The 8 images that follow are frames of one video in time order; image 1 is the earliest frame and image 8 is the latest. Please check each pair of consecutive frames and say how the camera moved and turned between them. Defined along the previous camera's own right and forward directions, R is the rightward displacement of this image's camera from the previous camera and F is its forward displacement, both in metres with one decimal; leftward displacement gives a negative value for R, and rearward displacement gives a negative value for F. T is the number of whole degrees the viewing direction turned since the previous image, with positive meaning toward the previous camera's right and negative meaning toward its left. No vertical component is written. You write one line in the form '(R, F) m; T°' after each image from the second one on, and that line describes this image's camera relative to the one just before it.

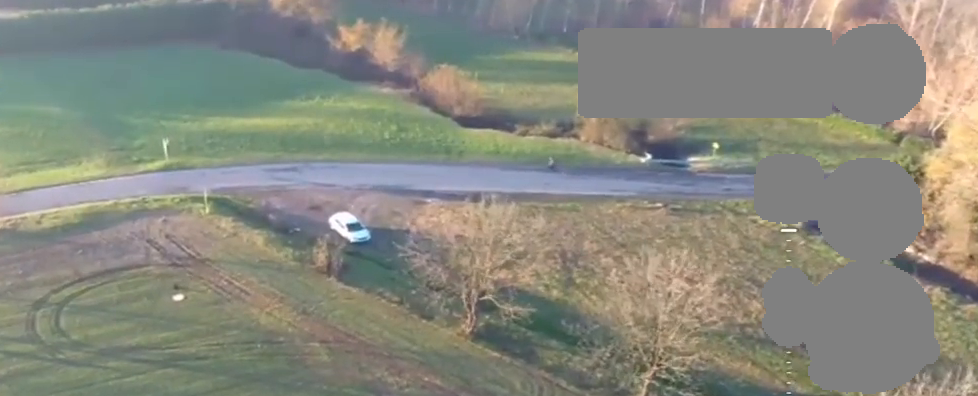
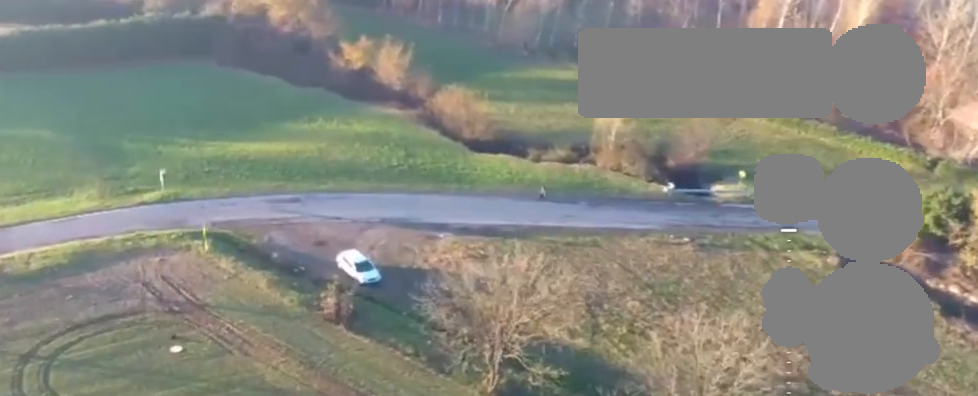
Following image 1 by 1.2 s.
(0.0, +5.7) m; 0°
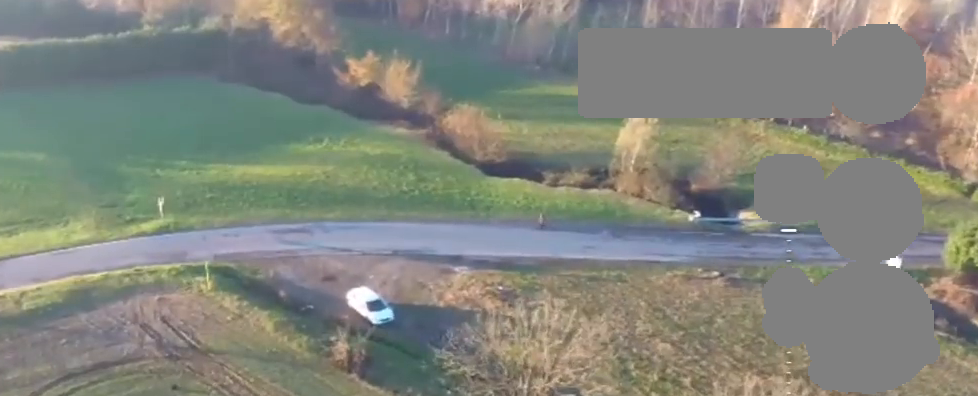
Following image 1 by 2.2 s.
(+0.1, +5.3) m; +1°
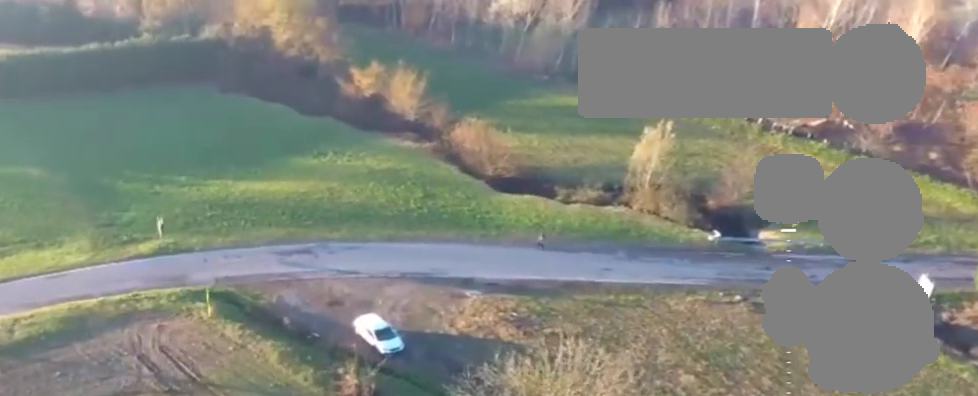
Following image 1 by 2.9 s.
(0.0, +3.7) m; 0°
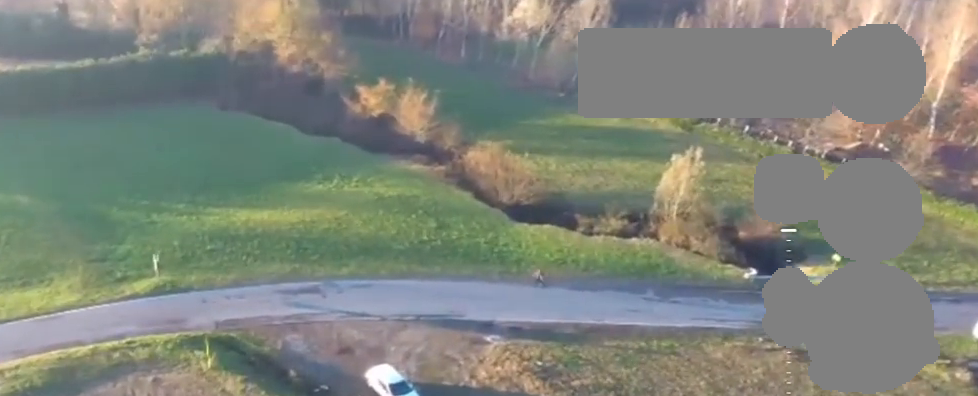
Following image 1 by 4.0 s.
(0.0, +6.0) m; 0°
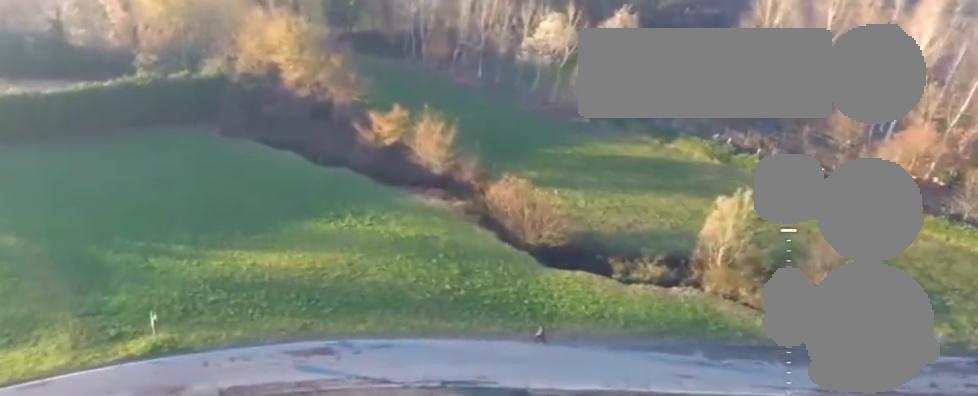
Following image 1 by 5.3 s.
(-0.1, +7.2) m; -1°
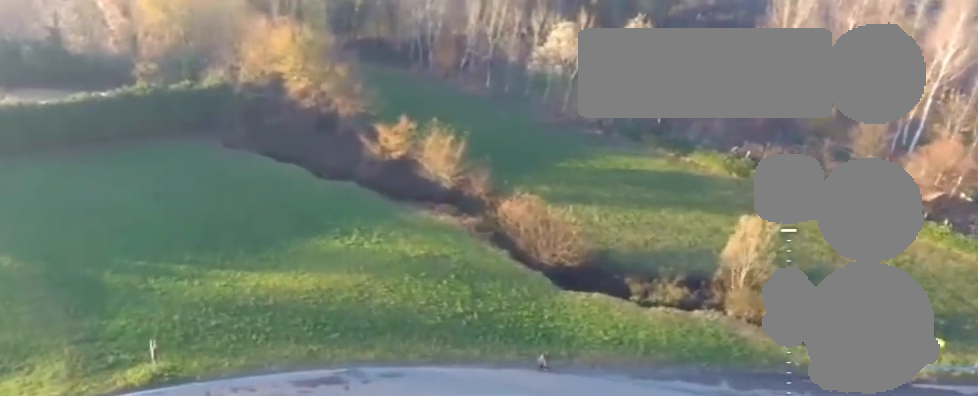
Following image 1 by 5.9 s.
(0.0, +3.2) m; 0°
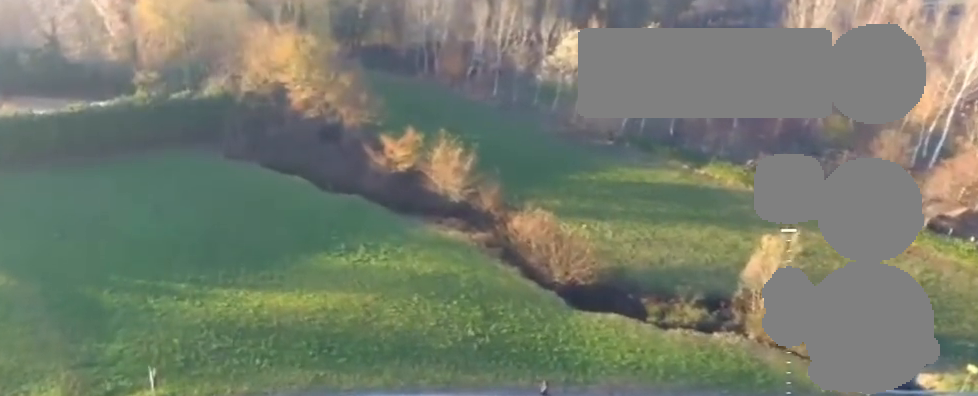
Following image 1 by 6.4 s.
(0.0, +2.6) m; 0°
